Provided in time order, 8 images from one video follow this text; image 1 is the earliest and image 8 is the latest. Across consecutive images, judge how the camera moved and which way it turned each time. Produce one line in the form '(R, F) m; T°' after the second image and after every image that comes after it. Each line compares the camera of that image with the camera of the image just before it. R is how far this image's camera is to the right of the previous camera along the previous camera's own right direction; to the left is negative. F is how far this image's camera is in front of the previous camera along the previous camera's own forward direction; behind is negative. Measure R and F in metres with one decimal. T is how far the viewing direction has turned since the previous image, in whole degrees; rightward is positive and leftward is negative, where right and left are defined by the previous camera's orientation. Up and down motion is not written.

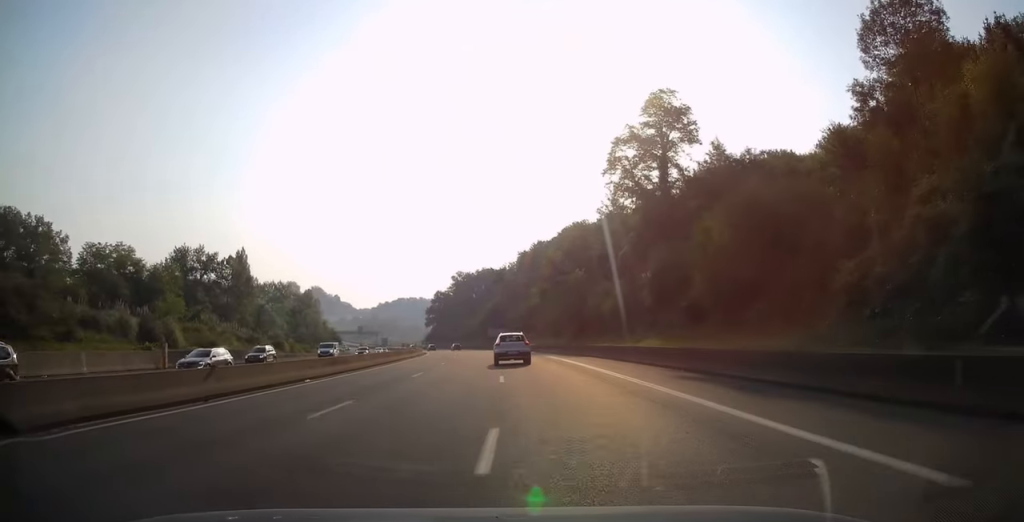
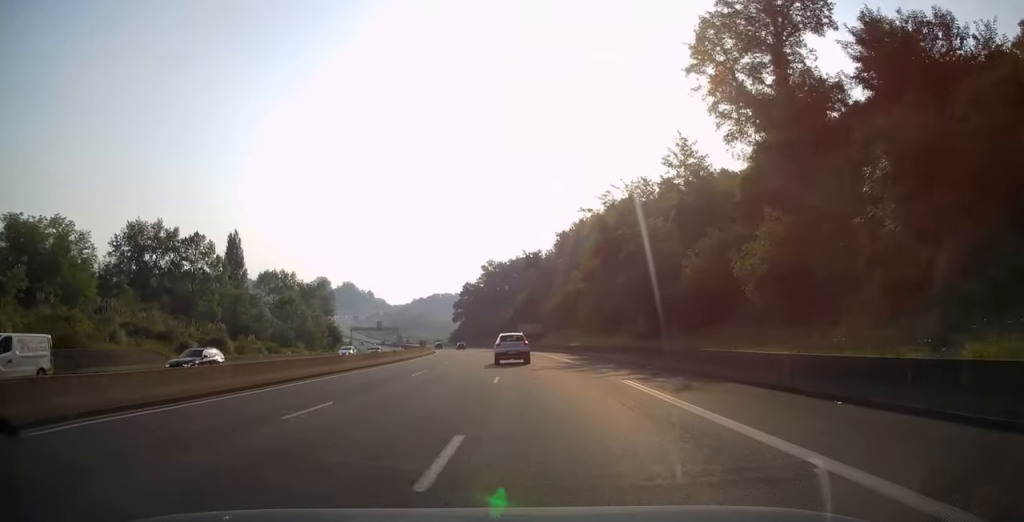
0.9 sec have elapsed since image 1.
(-0.7, +26.4) m; -3°
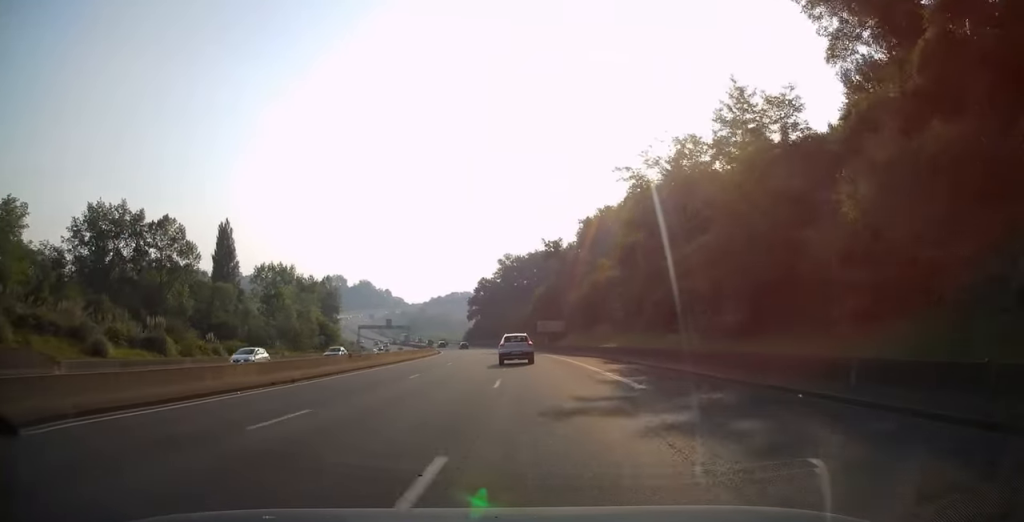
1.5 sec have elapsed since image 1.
(-0.1, +14.7) m; -2°
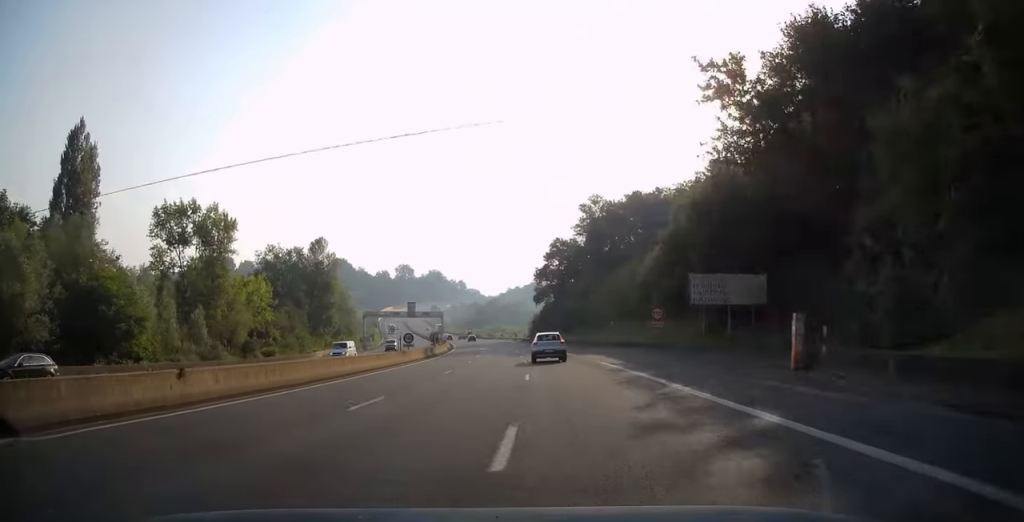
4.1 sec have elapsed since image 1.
(-5.6, +74.8) m; -8°
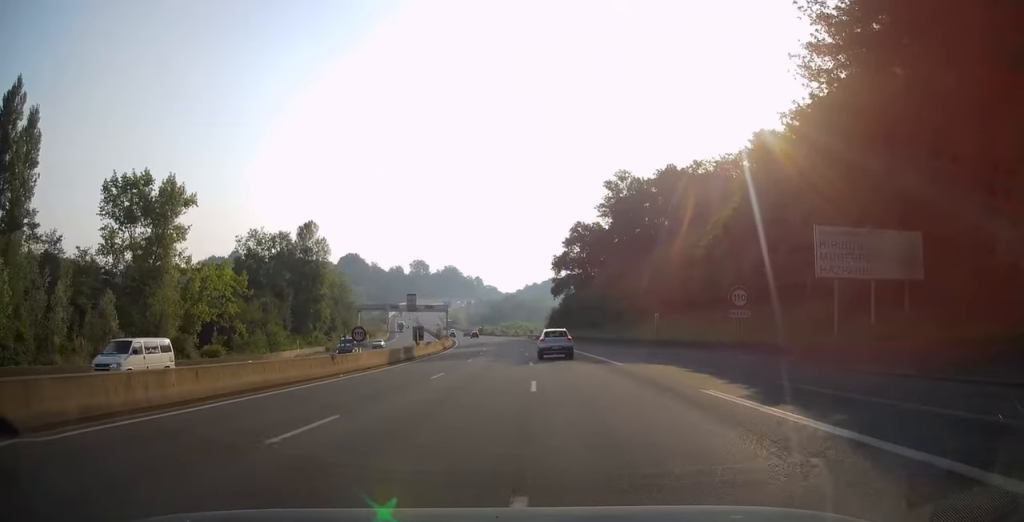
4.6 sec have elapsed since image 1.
(-0.3, +17.1) m; -2°
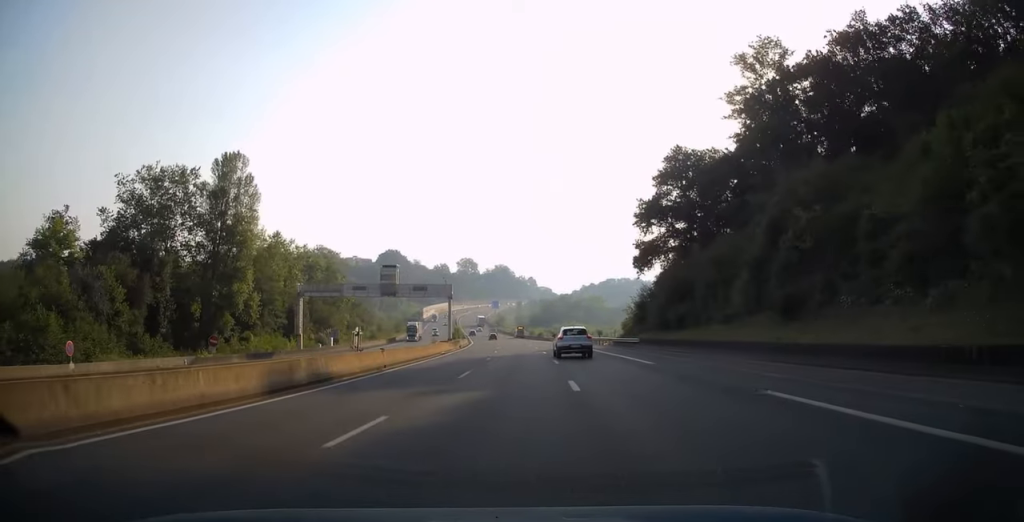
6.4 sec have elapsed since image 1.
(-2.7, +52.0) m; -5°
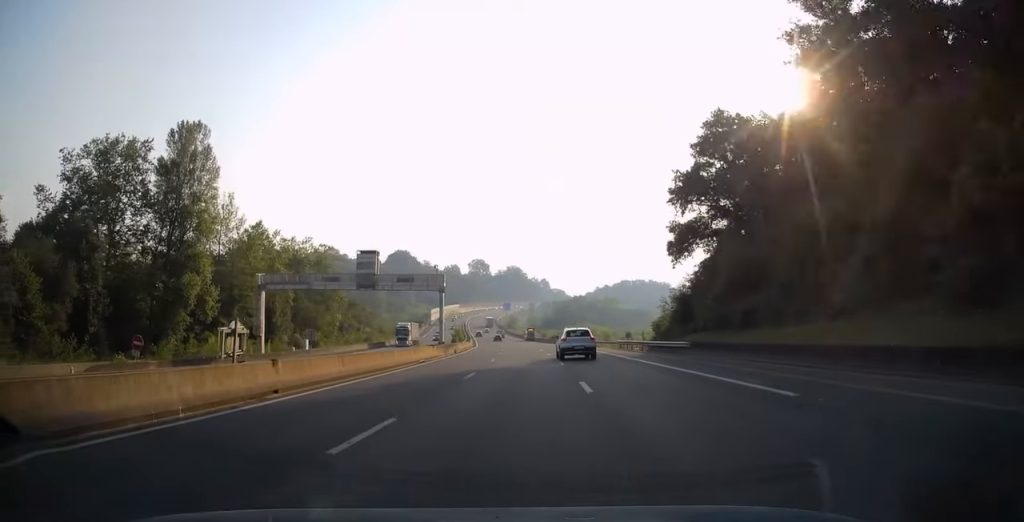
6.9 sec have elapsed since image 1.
(-0.1, +13.3) m; -1°
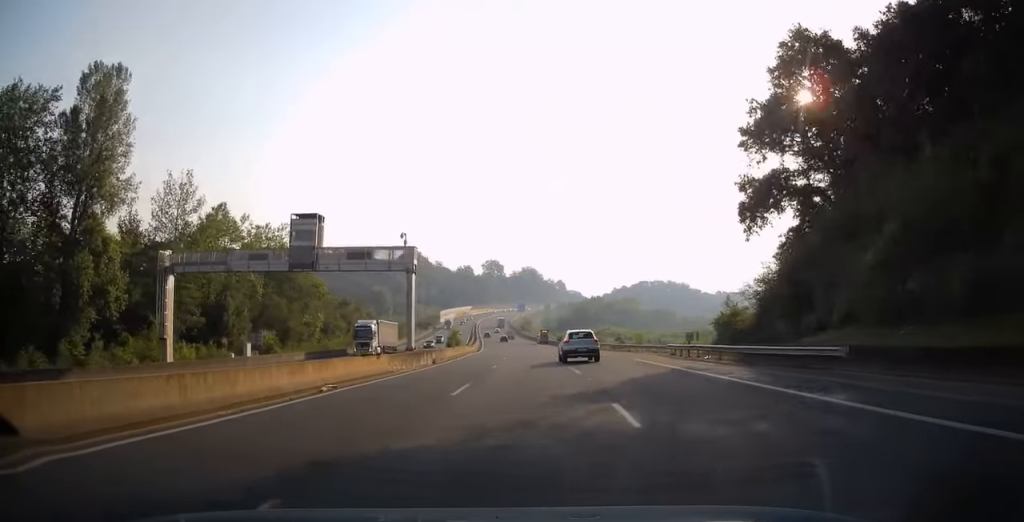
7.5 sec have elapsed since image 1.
(0.0, +18.2) m; -1°
